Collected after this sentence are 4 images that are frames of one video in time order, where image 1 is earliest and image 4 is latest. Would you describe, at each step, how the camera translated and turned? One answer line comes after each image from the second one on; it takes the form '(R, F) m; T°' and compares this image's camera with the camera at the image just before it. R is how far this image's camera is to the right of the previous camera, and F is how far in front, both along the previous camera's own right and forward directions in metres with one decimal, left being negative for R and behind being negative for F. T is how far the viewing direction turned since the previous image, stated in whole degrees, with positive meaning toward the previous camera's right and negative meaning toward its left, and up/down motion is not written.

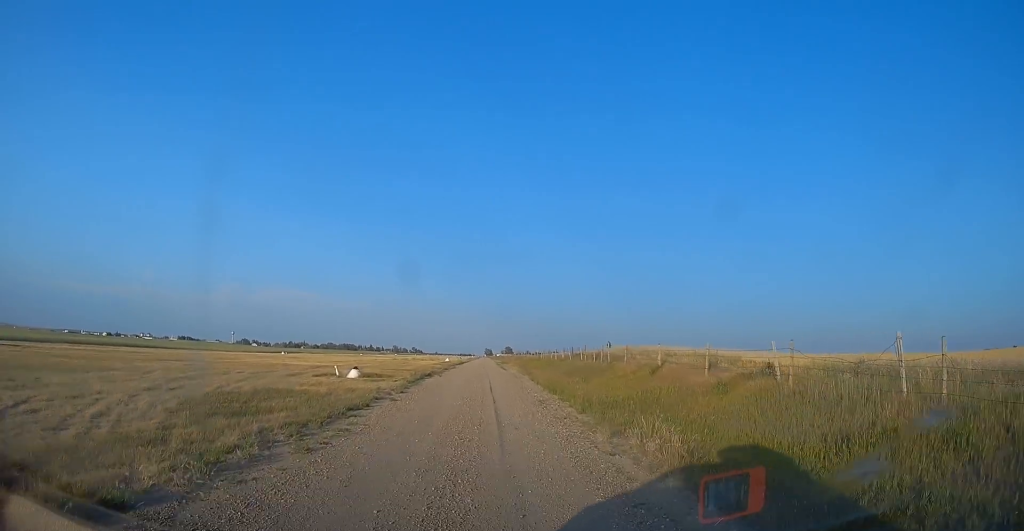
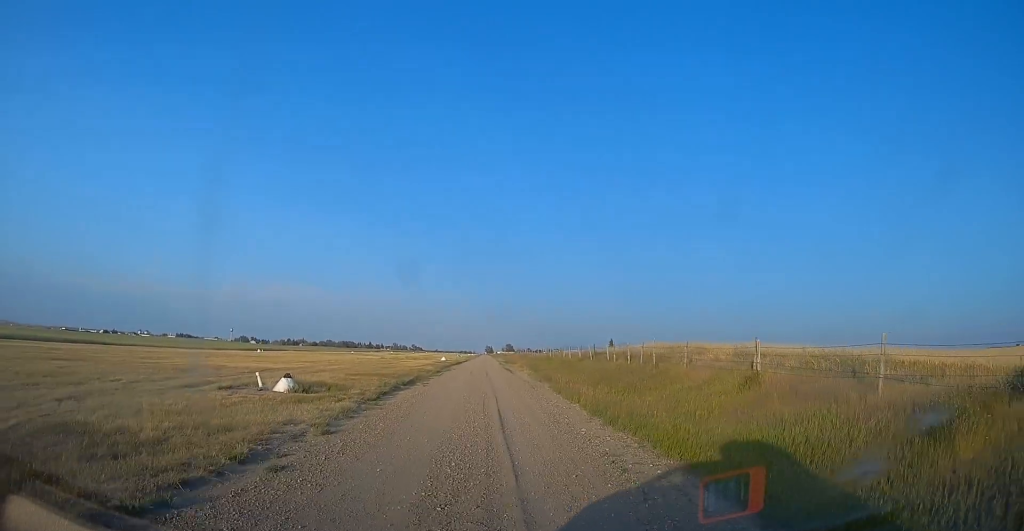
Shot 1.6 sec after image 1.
(-0.5, +11.0) m; -2°
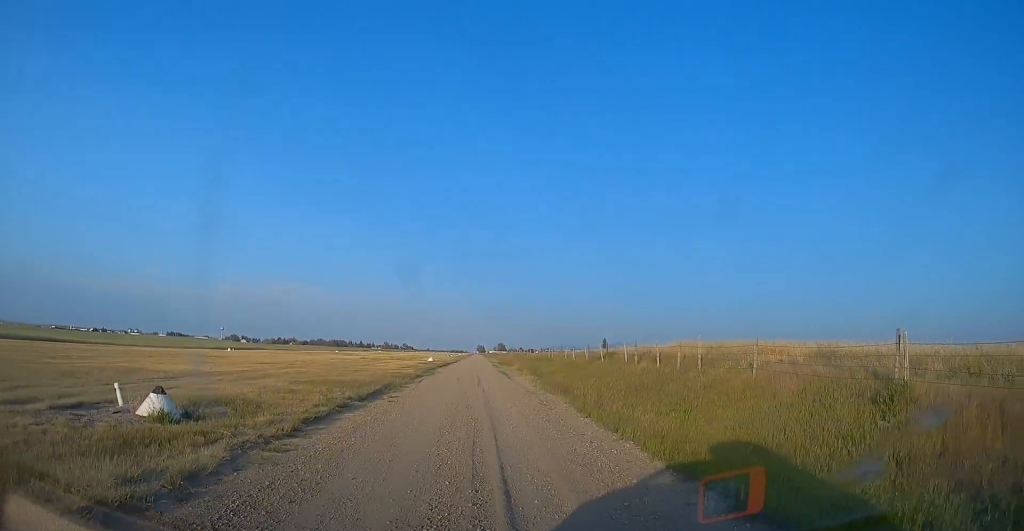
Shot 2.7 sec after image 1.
(0.0, +7.9) m; 0°
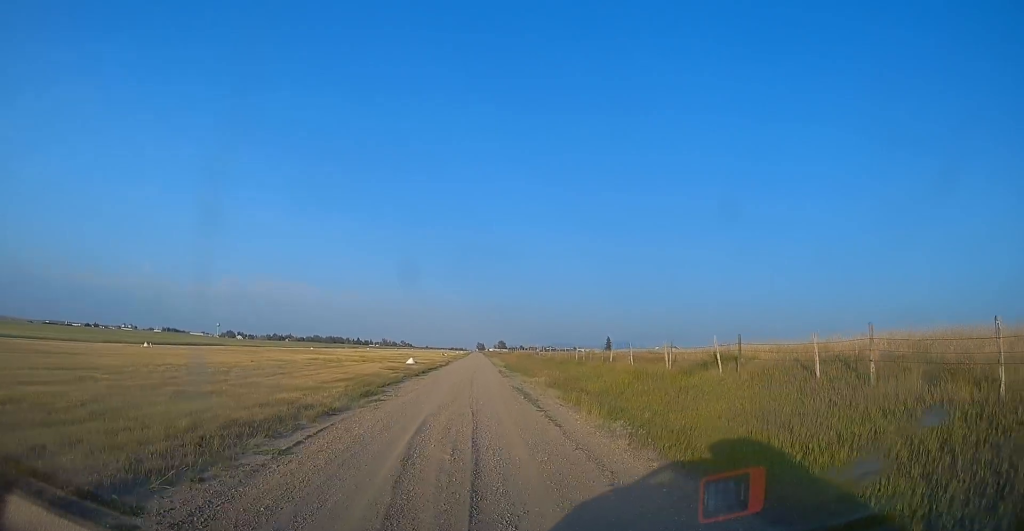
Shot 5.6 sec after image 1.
(0.0, +20.9) m; +1°
